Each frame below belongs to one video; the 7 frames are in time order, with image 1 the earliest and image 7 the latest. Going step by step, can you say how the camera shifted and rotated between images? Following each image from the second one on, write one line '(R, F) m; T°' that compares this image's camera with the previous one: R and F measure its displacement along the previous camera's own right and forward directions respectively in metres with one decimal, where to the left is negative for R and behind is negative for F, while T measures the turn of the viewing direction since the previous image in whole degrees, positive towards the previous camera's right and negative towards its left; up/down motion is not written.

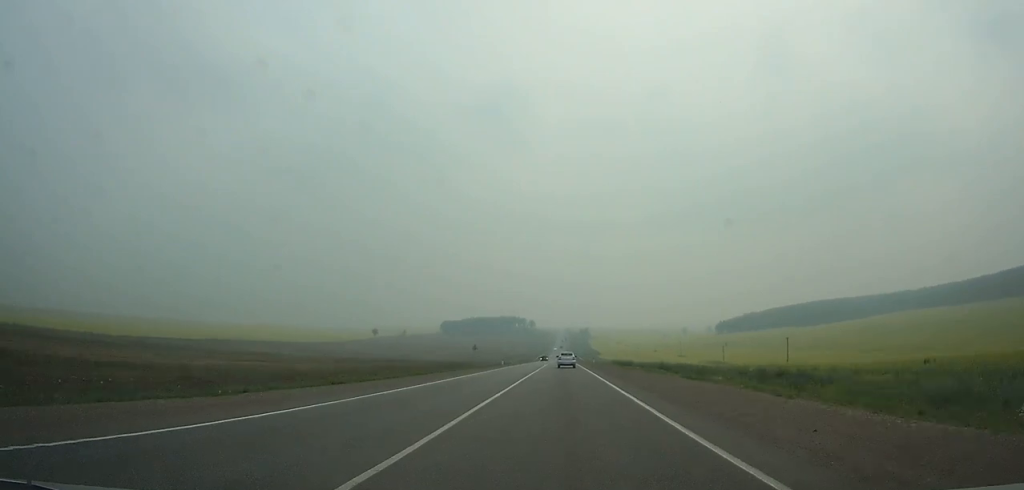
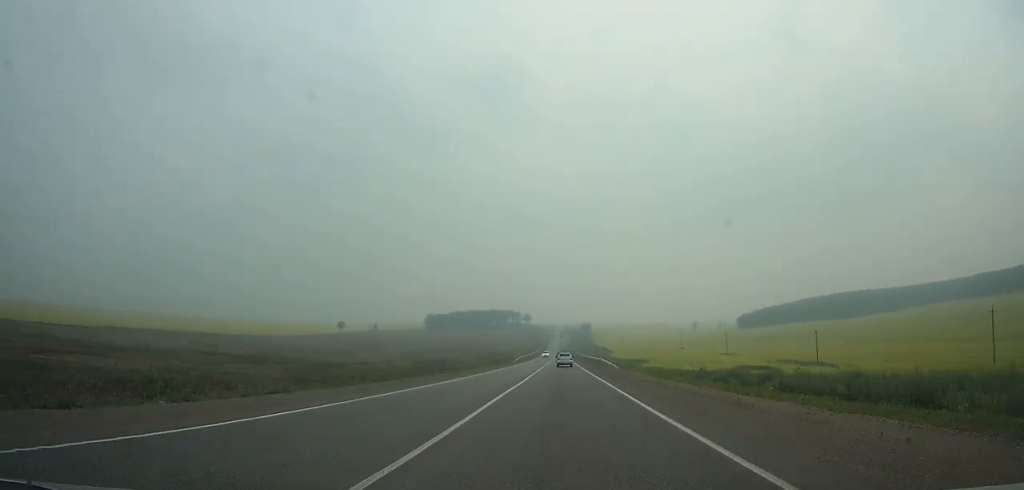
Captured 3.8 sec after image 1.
(0.0, +89.7) m; 0°
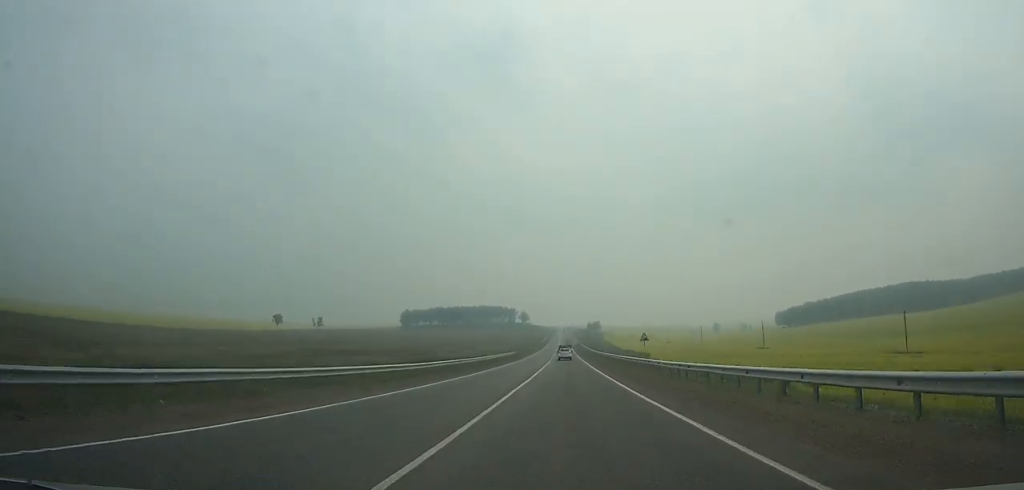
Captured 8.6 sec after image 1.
(-0.3, +119.5) m; 0°
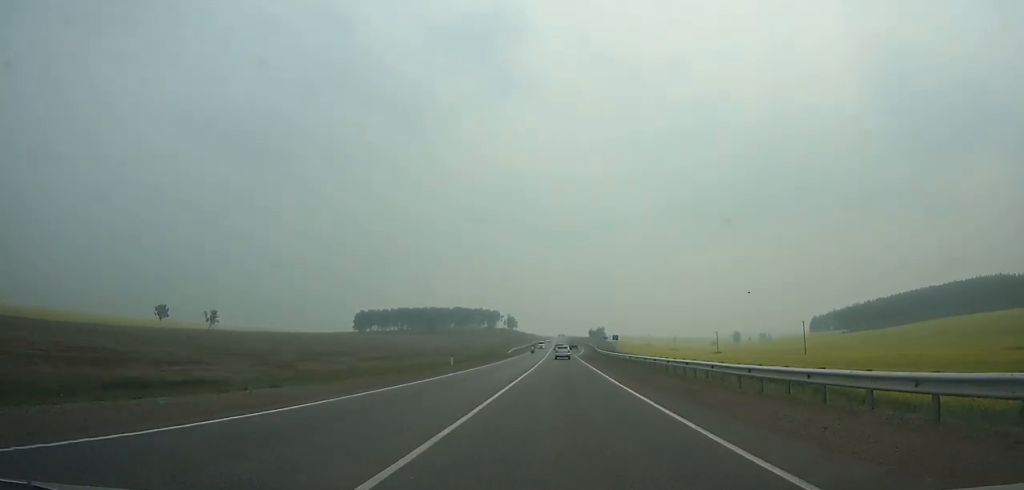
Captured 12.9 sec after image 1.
(+0.1, +112.1) m; 0°
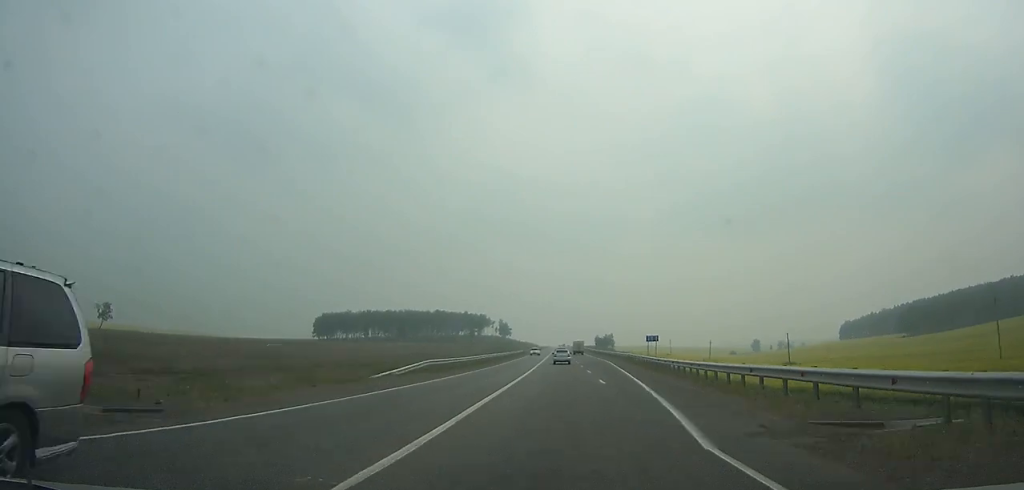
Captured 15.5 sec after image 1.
(+0.2, +72.9) m; 0°
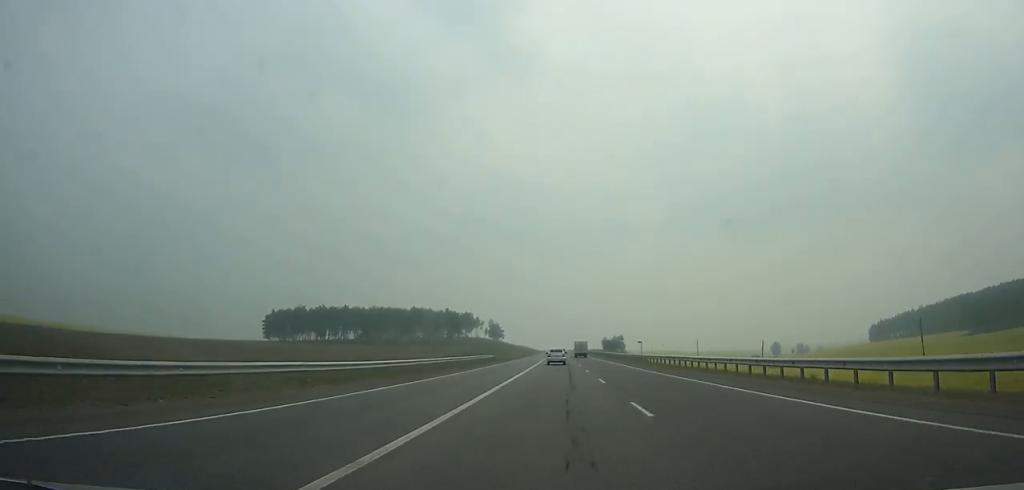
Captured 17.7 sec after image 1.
(+0.1, +61.4) m; 0°
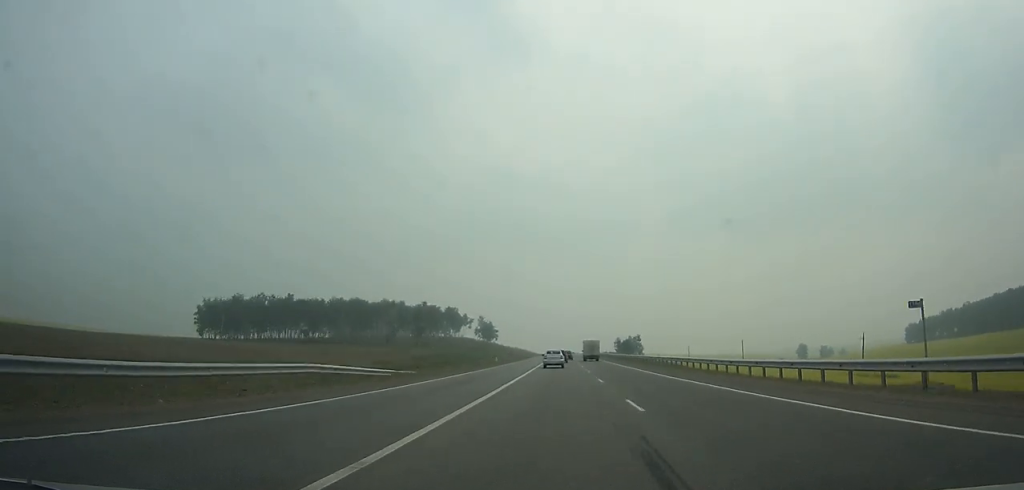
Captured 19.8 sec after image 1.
(-0.1, +57.4) m; 0°
